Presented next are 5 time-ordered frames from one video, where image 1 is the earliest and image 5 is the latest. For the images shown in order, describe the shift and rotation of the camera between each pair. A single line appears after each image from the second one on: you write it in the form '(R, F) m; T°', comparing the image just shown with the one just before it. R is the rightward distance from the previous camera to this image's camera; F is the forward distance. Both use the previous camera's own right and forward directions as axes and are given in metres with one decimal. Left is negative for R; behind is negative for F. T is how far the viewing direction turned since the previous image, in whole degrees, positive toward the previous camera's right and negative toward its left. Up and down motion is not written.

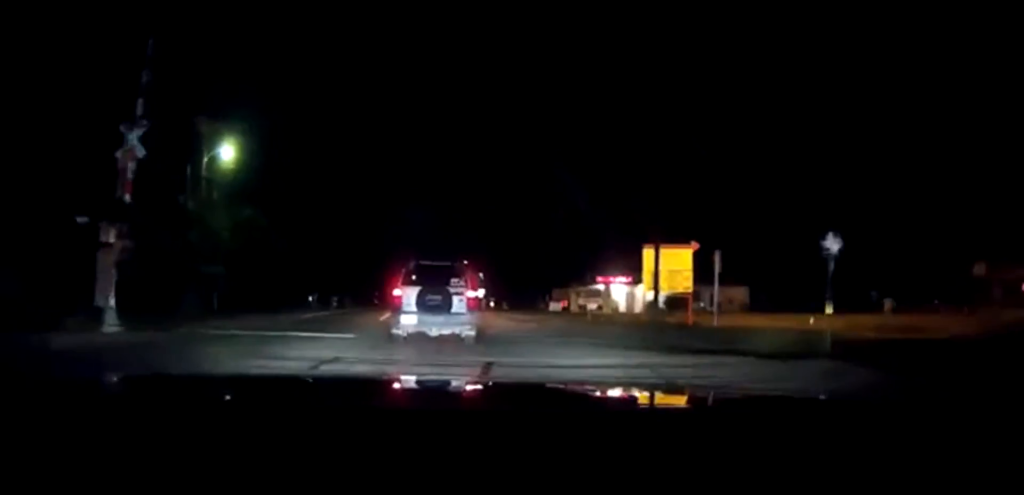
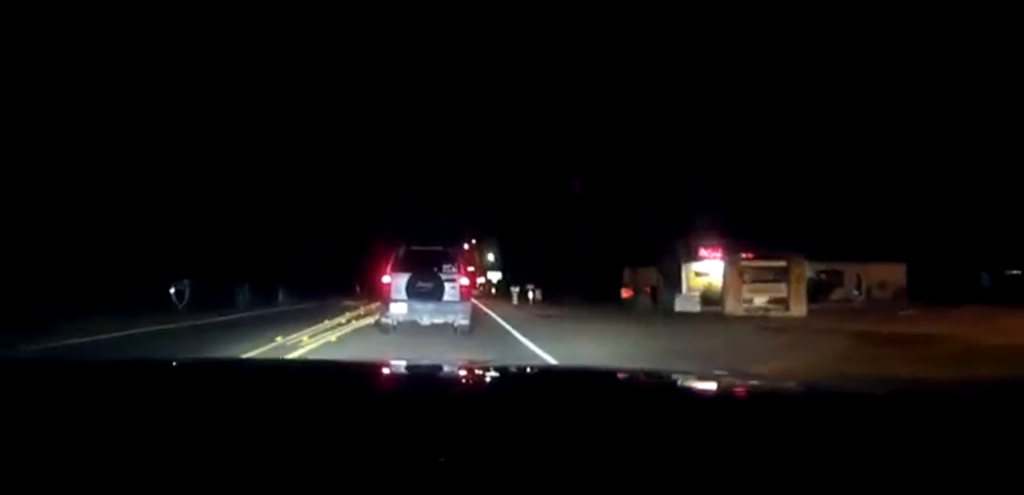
(+1.6, +32.5) m; +4°
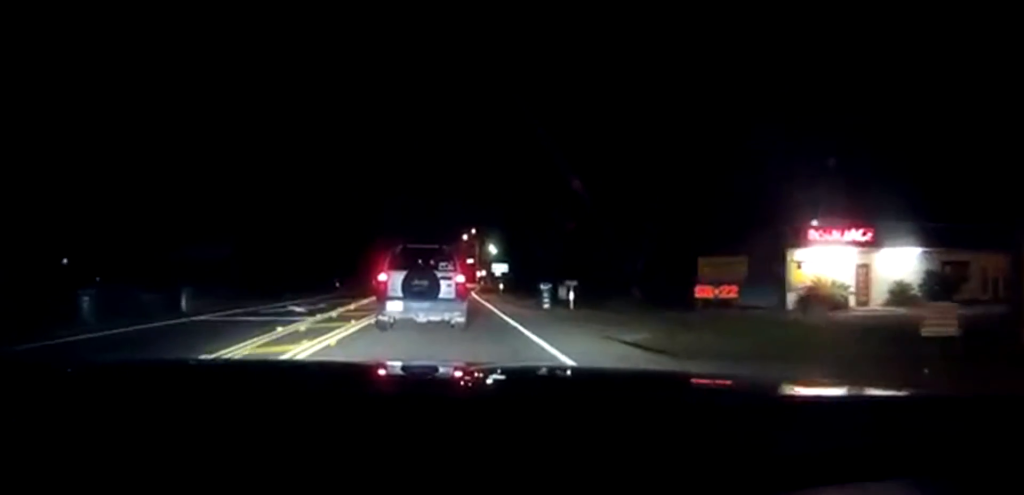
(-0.3, +15.1) m; -2°
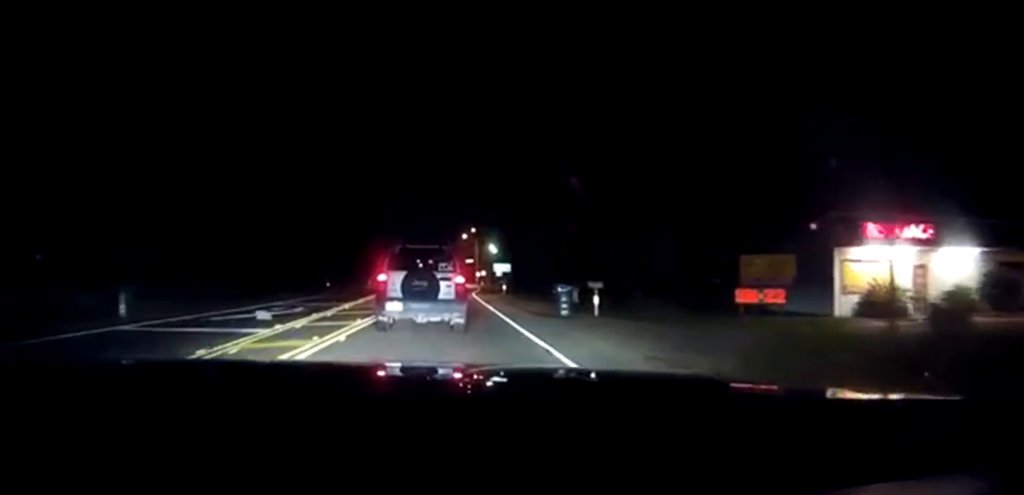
(0.0, +5.0) m; 0°
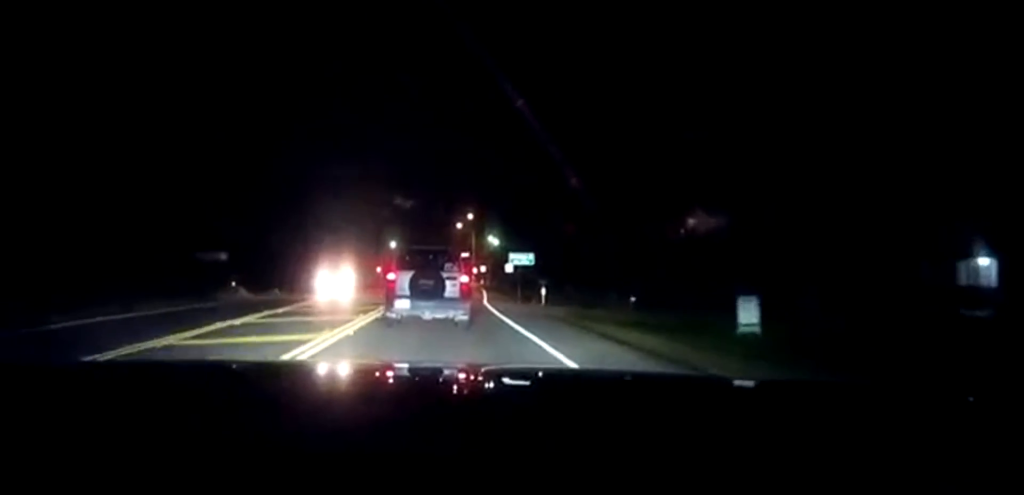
(-0.5, +27.0) m; 0°
